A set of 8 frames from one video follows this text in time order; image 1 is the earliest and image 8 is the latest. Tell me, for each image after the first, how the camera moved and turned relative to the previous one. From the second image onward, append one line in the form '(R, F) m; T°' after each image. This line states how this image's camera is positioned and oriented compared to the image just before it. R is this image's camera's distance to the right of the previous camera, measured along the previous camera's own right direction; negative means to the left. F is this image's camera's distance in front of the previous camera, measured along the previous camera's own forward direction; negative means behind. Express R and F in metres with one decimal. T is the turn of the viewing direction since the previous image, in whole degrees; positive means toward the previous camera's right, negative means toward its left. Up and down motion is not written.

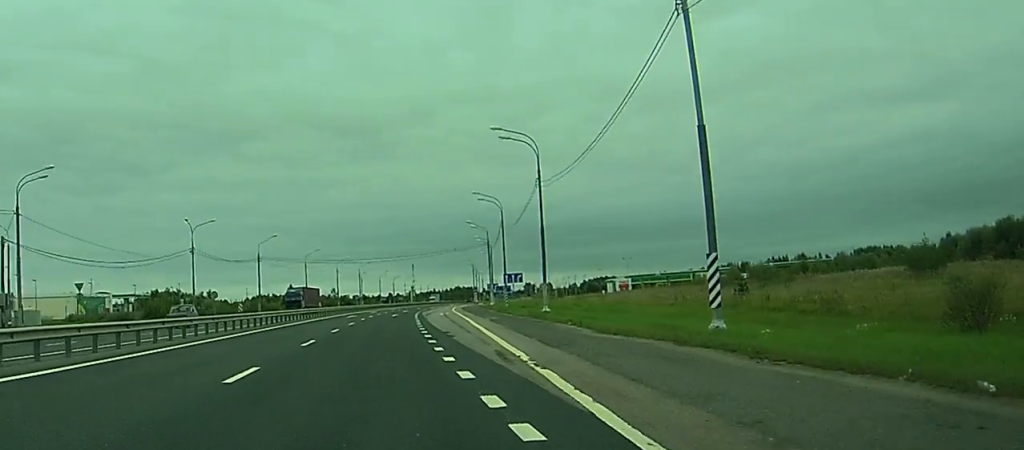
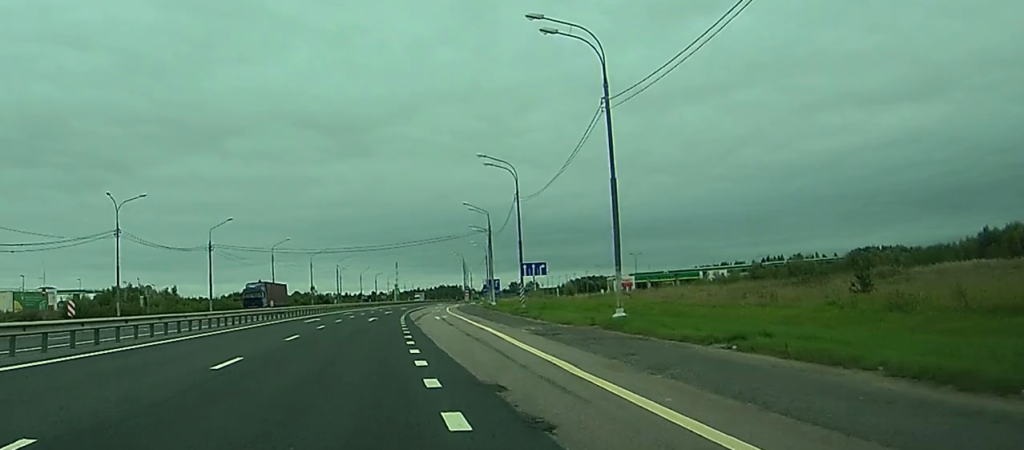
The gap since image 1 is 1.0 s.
(+0.1, +21.5) m; +1°
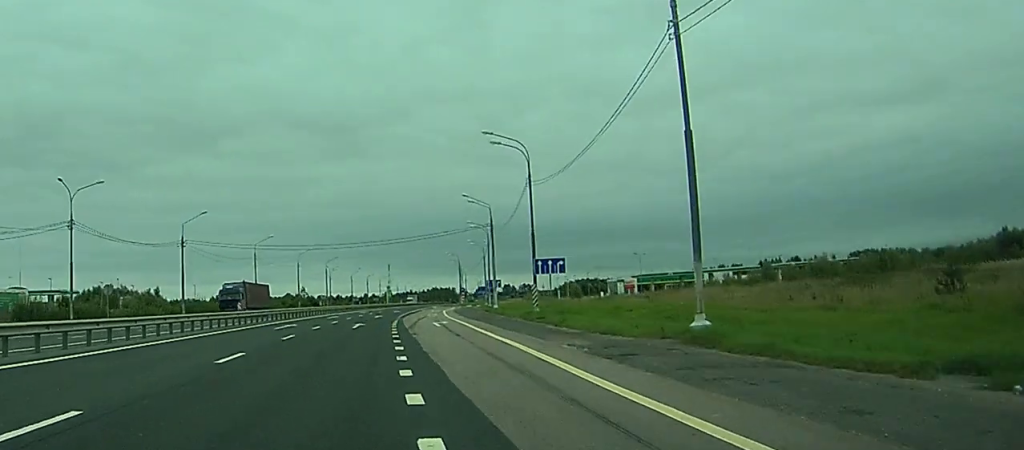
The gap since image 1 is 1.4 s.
(+0.1, +9.5) m; 0°
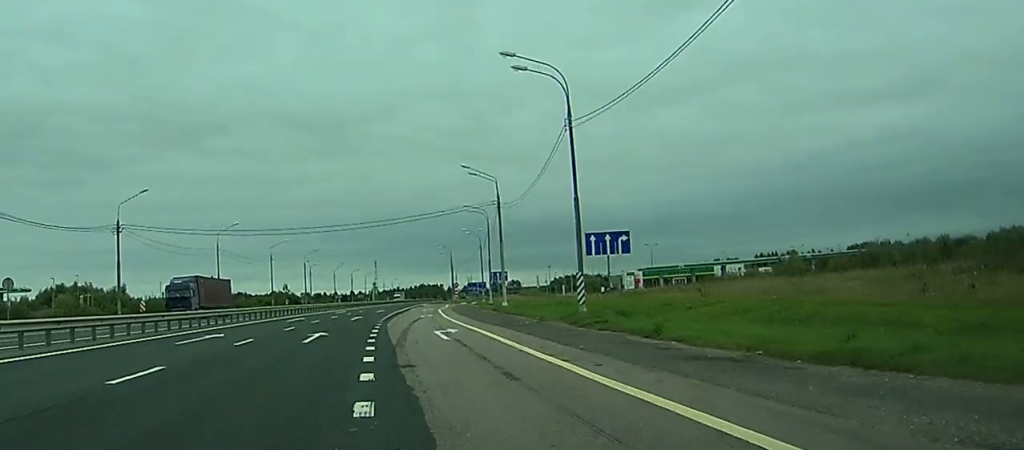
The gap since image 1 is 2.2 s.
(+0.2, +17.3) m; +1°
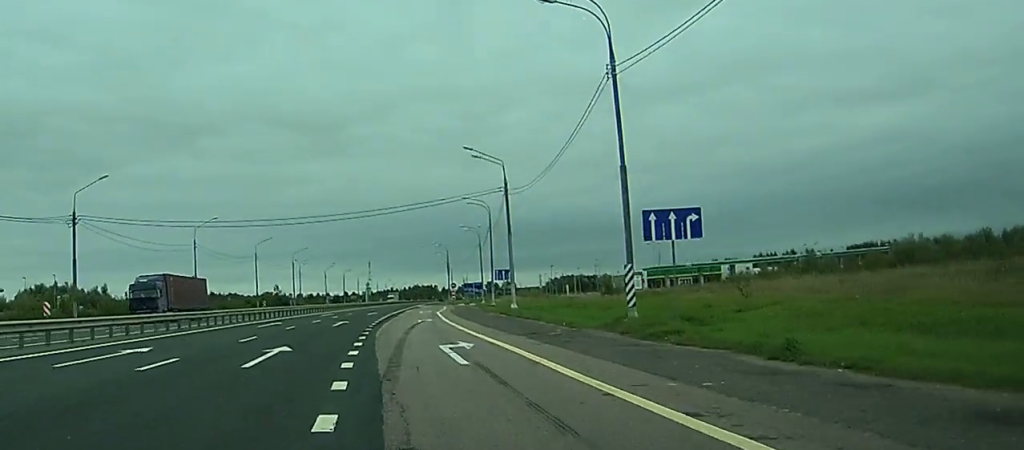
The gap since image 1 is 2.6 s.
(+0.1, +9.1) m; 0°
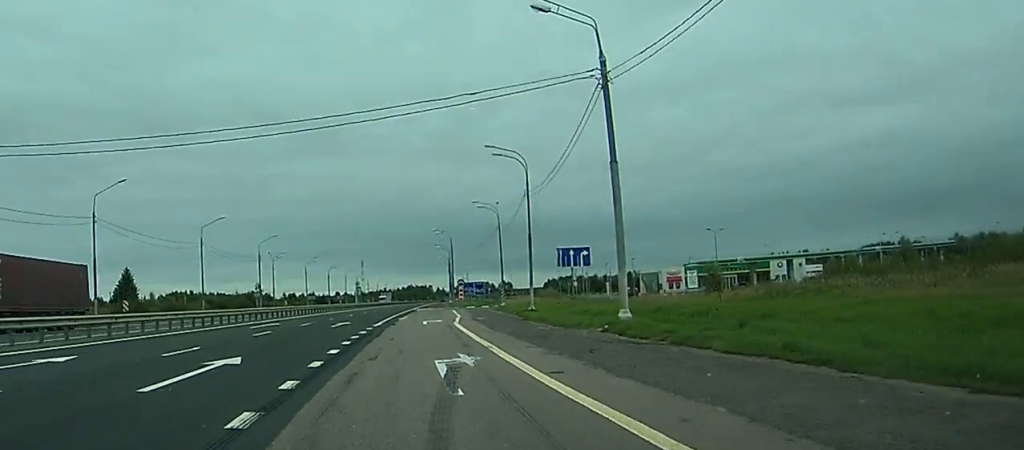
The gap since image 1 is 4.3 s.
(+0.3, +33.0) m; +1°
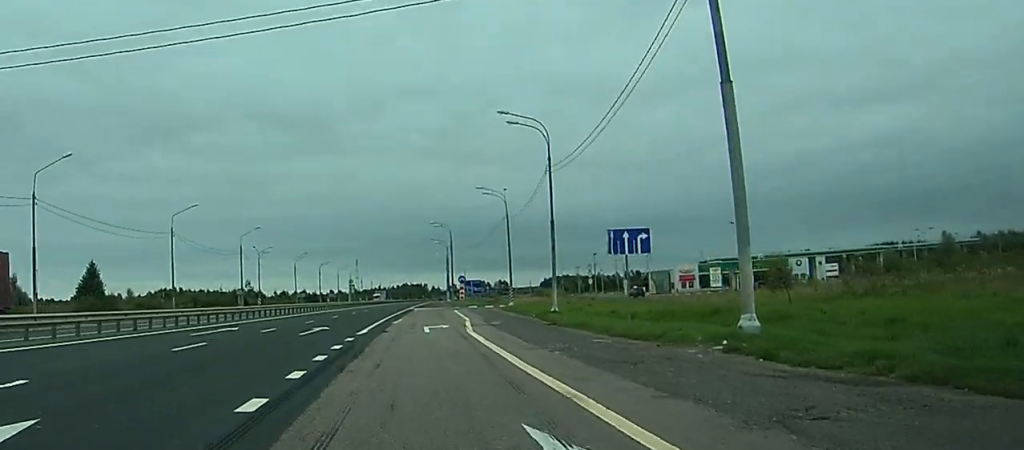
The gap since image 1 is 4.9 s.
(0.0, +11.4) m; 0°
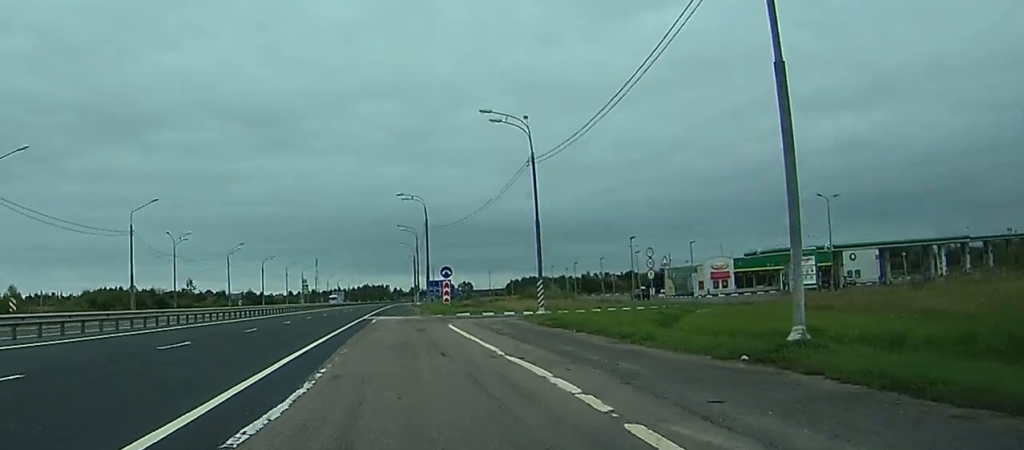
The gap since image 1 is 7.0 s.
(+5.9, +34.1) m; +4°
